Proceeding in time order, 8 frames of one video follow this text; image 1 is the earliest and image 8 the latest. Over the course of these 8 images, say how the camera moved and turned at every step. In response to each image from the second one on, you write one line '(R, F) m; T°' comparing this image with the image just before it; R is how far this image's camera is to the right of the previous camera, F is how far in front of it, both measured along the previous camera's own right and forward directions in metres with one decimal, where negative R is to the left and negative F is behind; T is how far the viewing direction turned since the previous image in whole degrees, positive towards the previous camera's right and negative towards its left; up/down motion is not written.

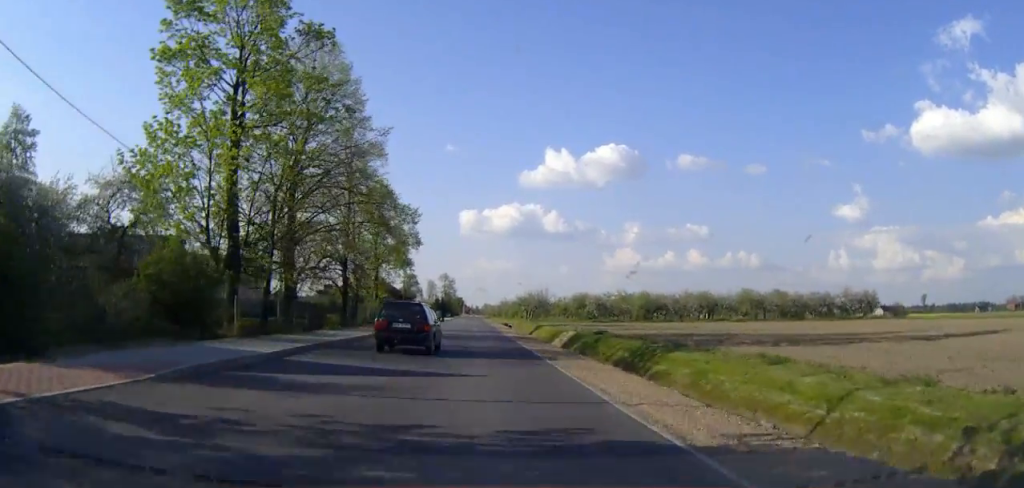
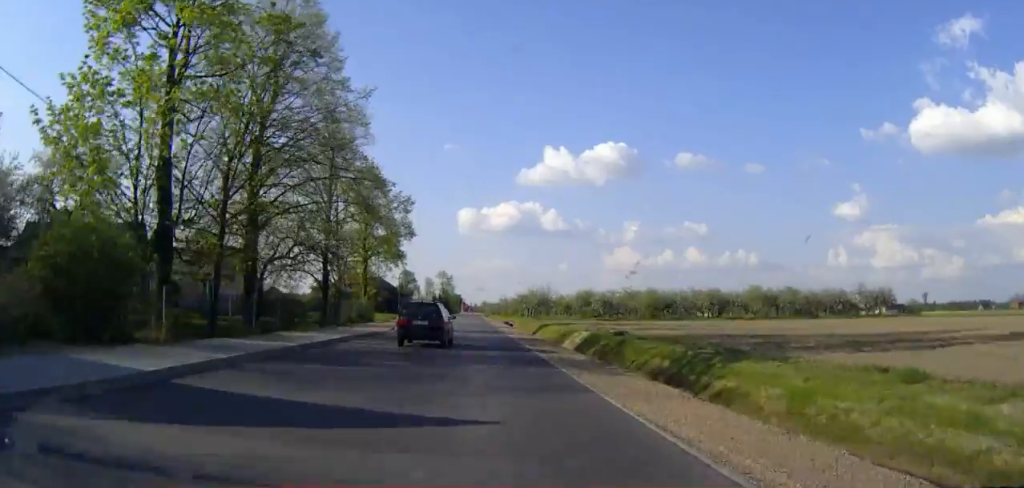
(0.0, +6.4) m; 0°
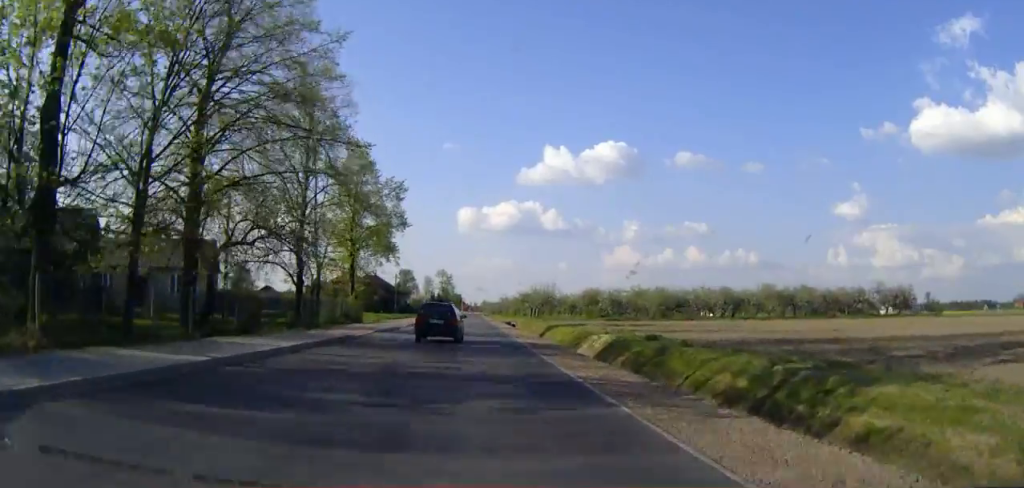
(0.0, +6.8) m; 0°
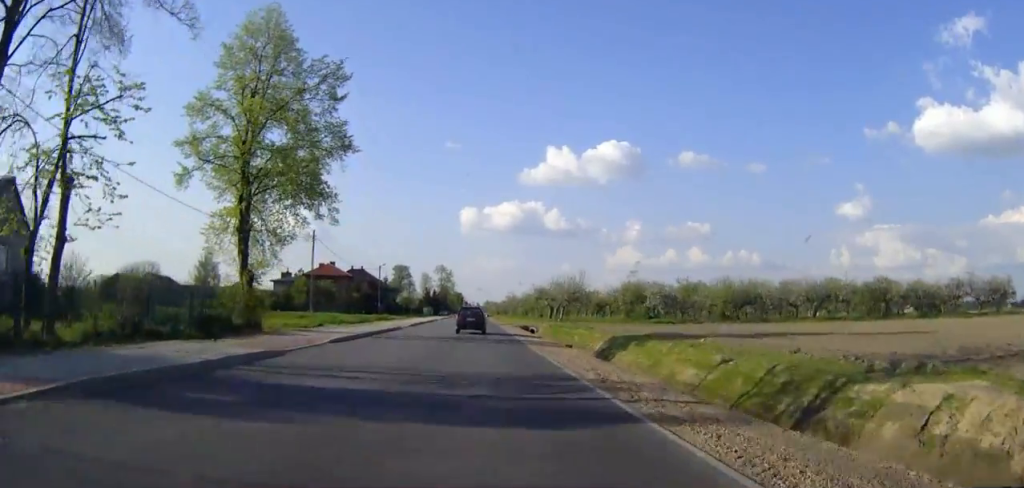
(0.0, +27.8) m; 0°
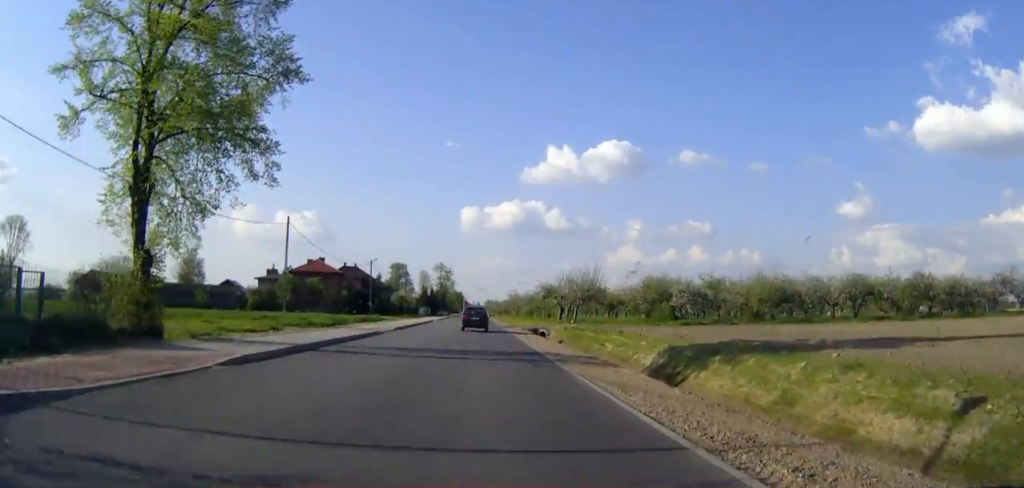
(0.0, +10.1) m; 0°
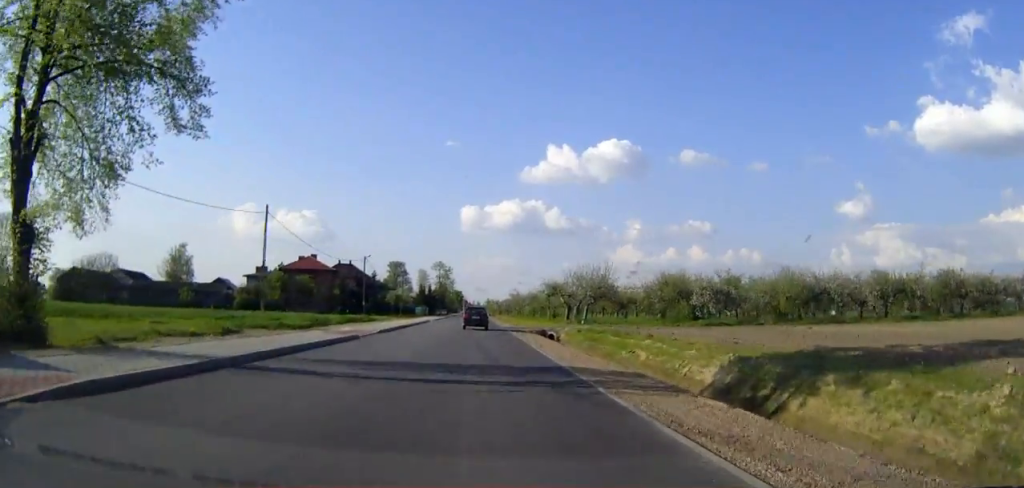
(0.0, +6.5) m; 0°
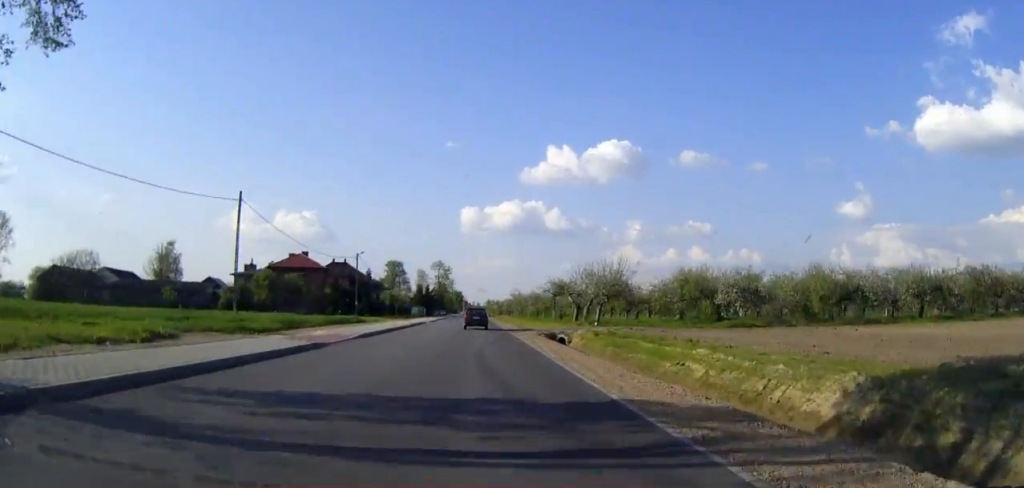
(0.0, +6.5) m; 0°
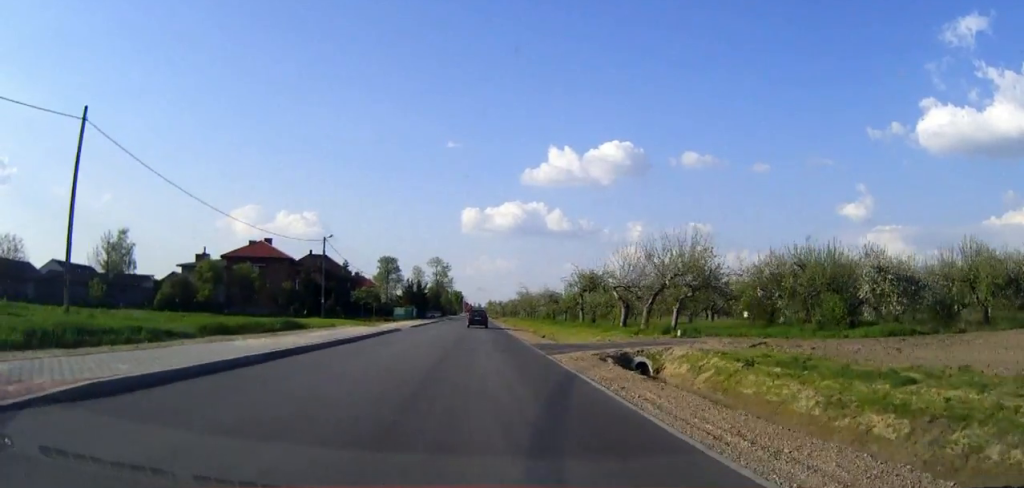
(0.0, +21.6) m; 0°
